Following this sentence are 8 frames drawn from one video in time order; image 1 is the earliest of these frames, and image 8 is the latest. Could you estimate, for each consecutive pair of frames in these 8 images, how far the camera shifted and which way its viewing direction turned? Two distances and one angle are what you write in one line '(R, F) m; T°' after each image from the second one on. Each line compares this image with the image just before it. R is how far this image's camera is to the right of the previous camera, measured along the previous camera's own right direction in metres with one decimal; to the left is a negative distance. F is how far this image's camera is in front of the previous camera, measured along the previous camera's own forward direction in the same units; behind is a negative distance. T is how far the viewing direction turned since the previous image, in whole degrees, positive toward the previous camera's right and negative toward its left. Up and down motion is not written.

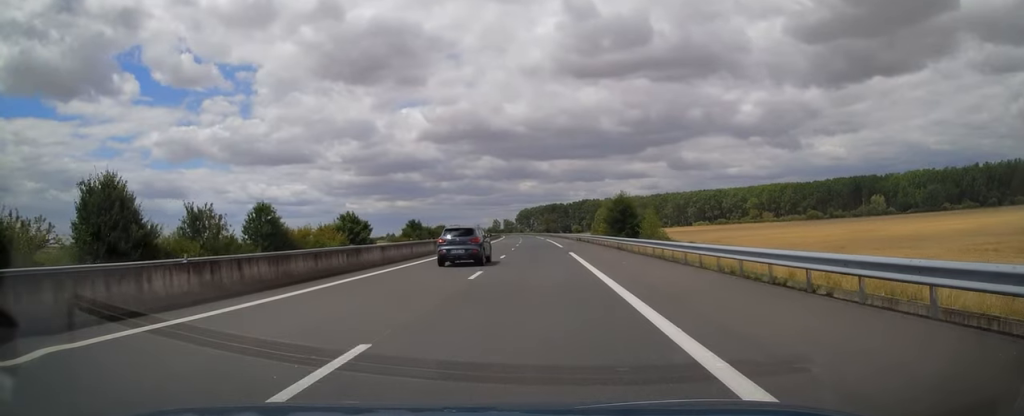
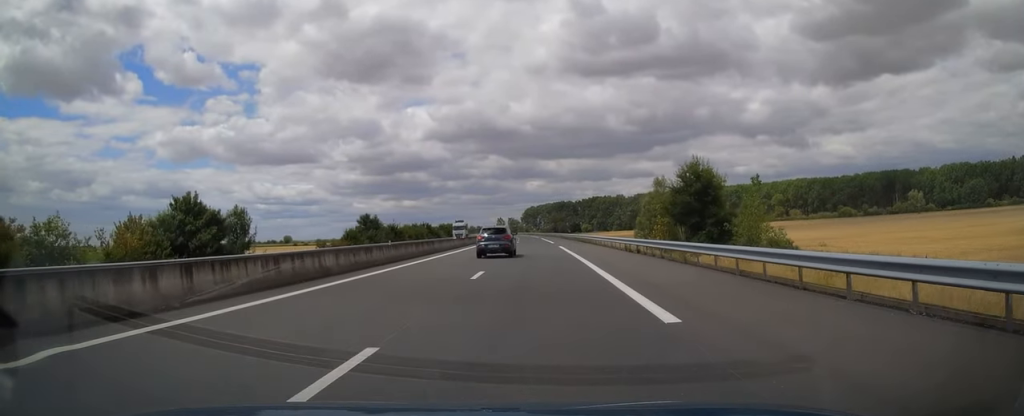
(0.0, +38.9) m; -1°
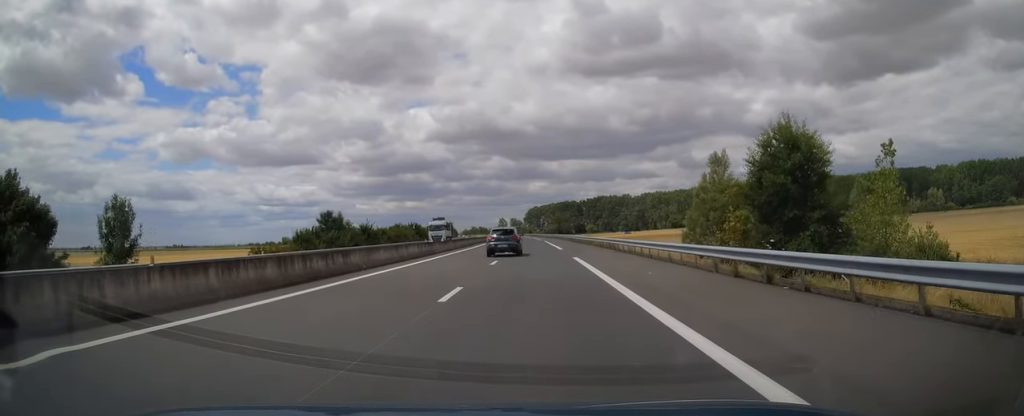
(0.0, +18.0) m; -1°
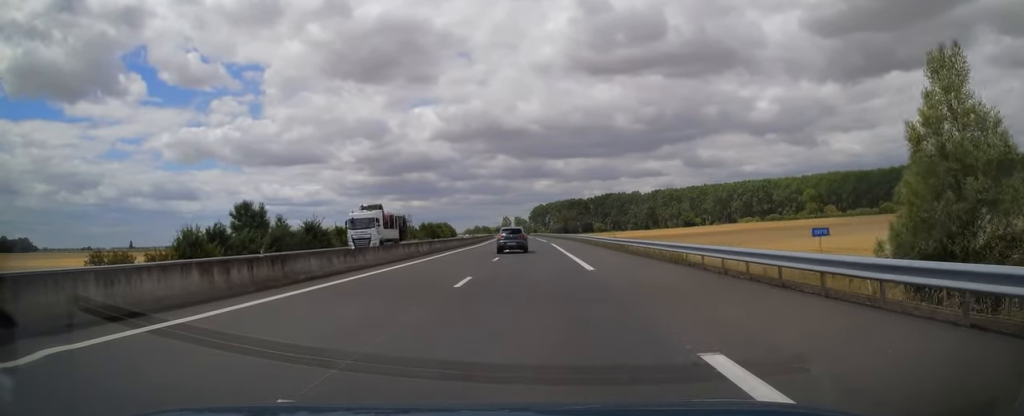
(-0.2, +22.9) m; -1°
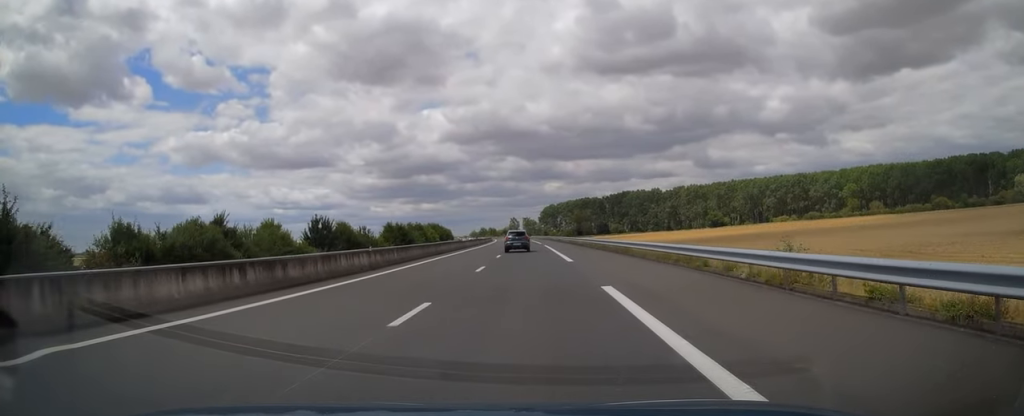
(-0.2, +44.5) m; 0°
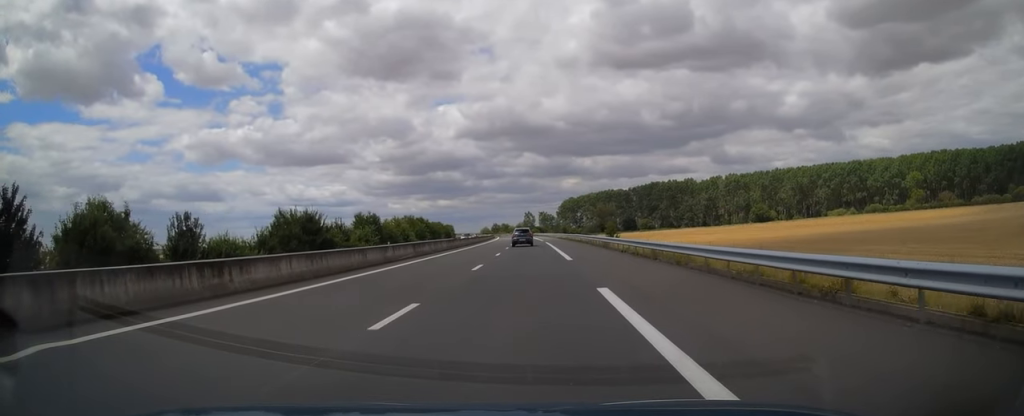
(-0.6, +52.4) m; -2°
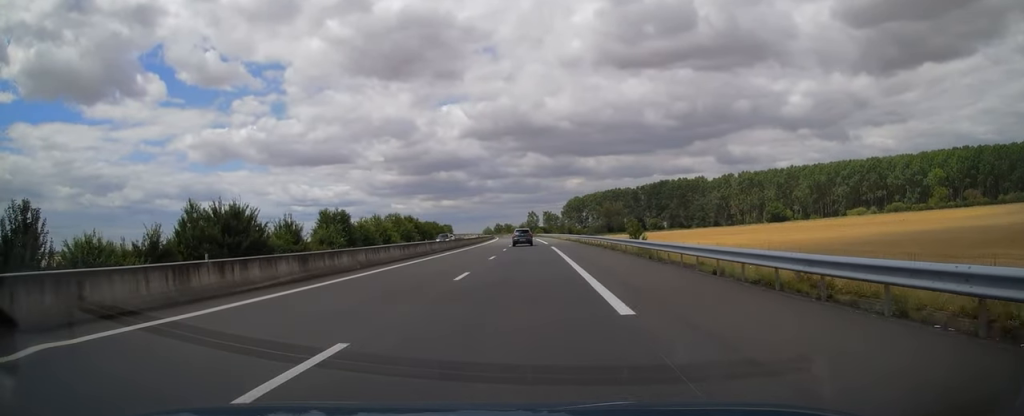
(-0.3, +17.1) m; 0°
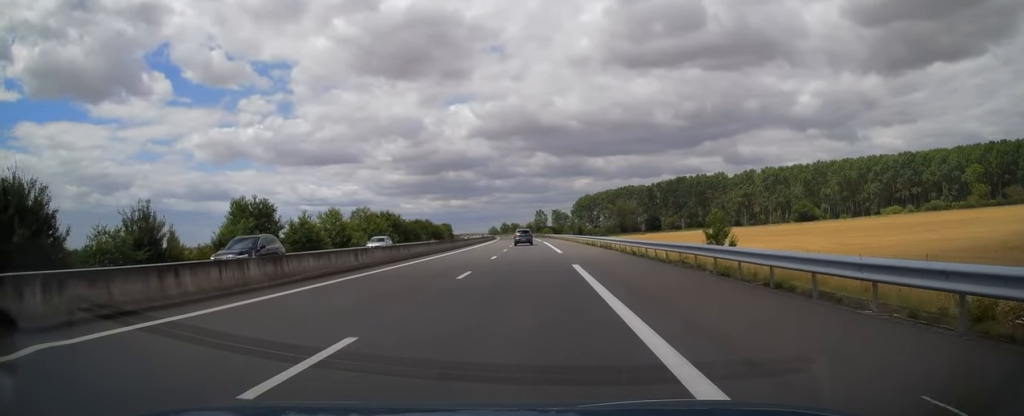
(+0.3, +25.5) m; -1°
